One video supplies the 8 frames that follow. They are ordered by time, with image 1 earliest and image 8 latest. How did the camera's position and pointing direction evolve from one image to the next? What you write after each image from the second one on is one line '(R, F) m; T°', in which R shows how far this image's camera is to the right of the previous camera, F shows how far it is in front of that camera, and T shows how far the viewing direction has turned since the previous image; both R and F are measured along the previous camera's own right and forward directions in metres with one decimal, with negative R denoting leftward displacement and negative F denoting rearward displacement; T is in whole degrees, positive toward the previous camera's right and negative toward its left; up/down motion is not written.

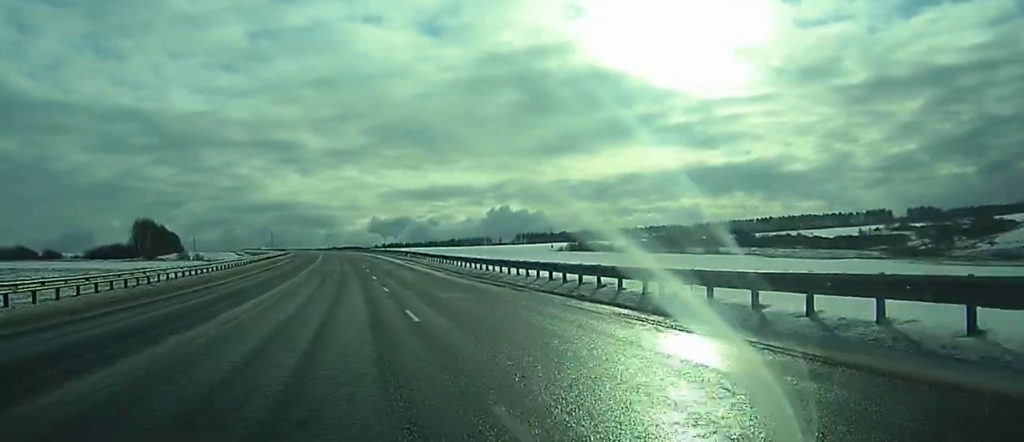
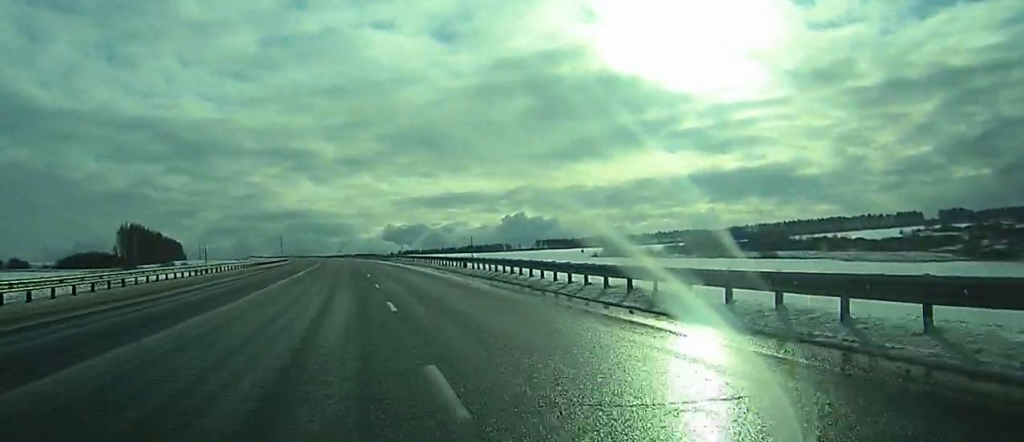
(-0.7, +44.8) m; -1°
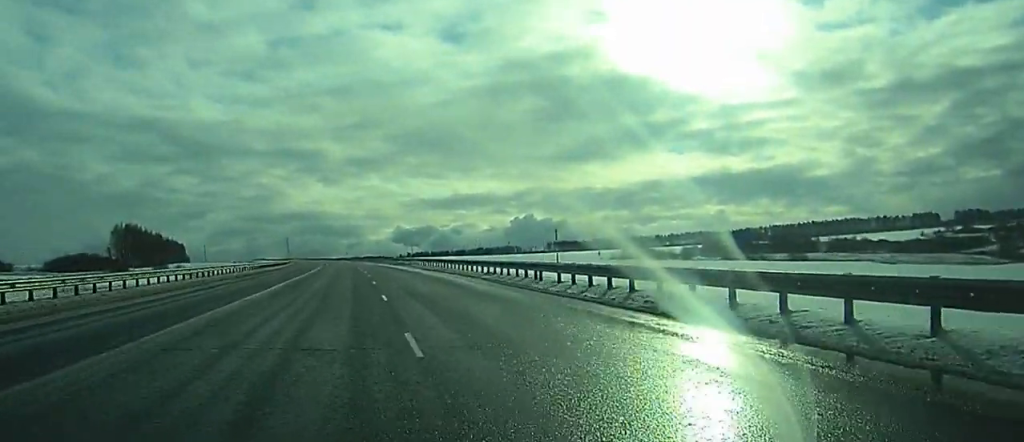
(0.0, +19.9) m; 0°
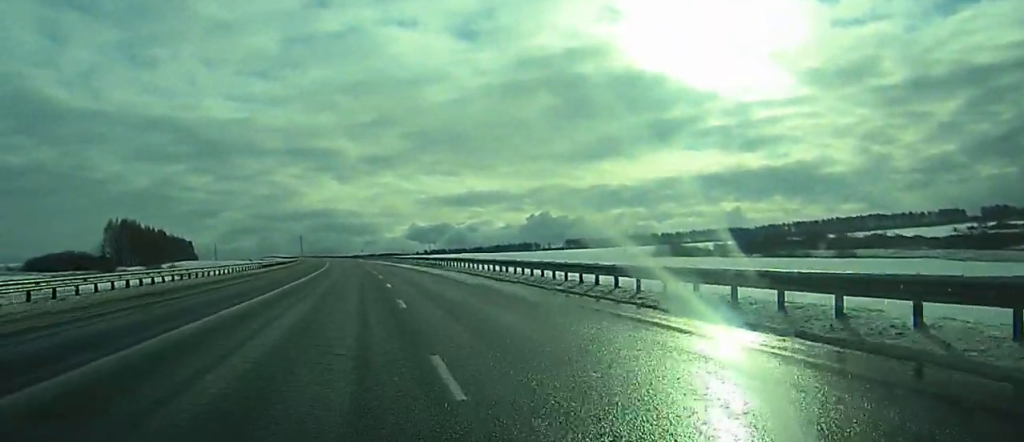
(-0.2, +26.9) m; -1°
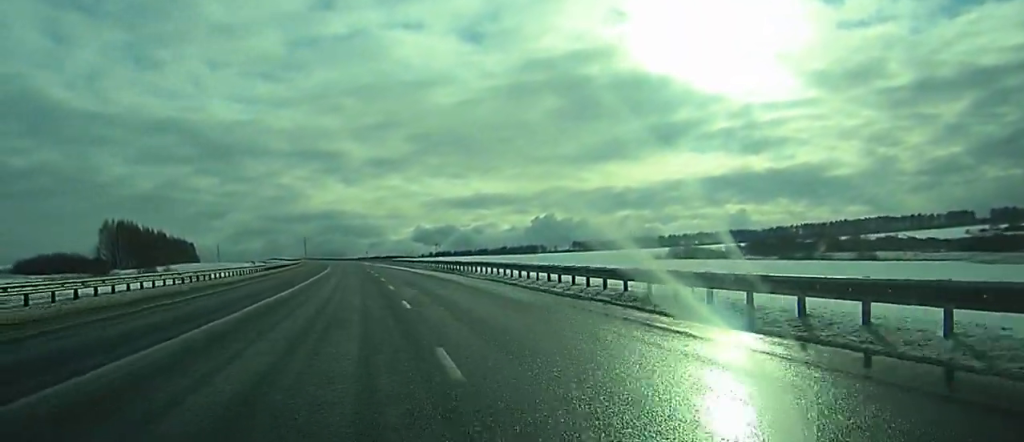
(0.0, +10.5) m; 0°
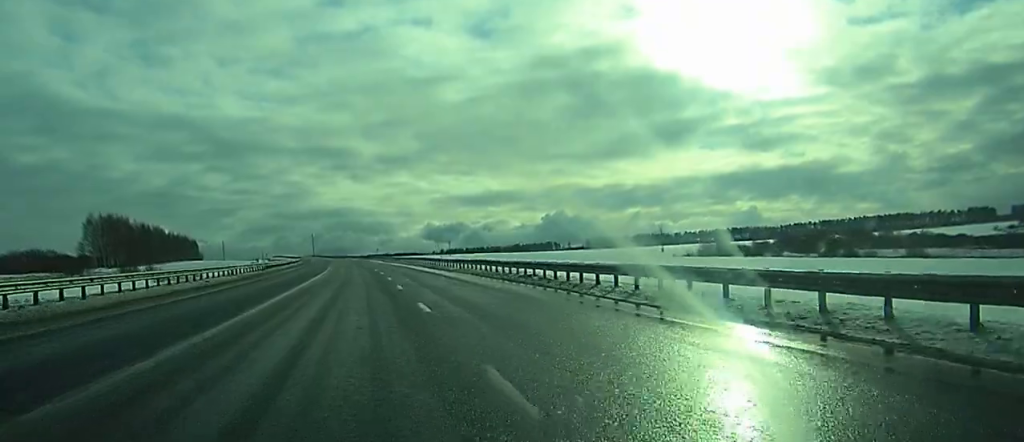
(-0.2, +26.2) m; -1°
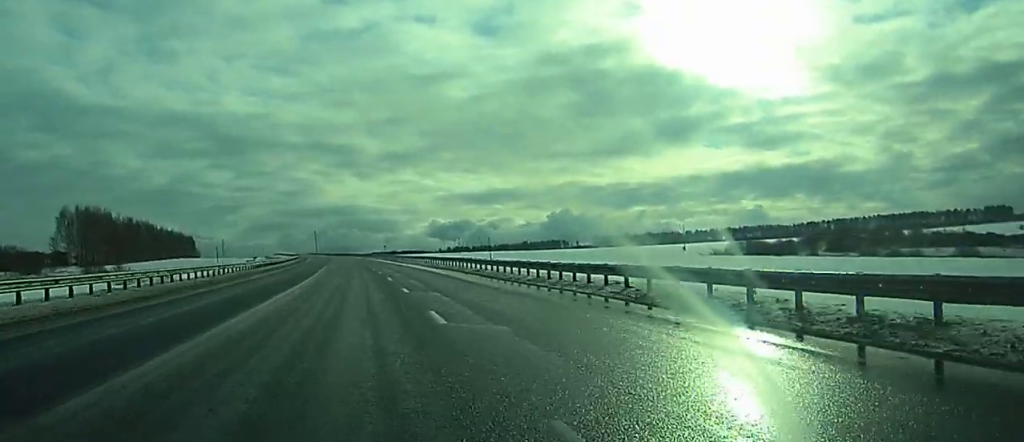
(-0.1, +27.2) m; 0°
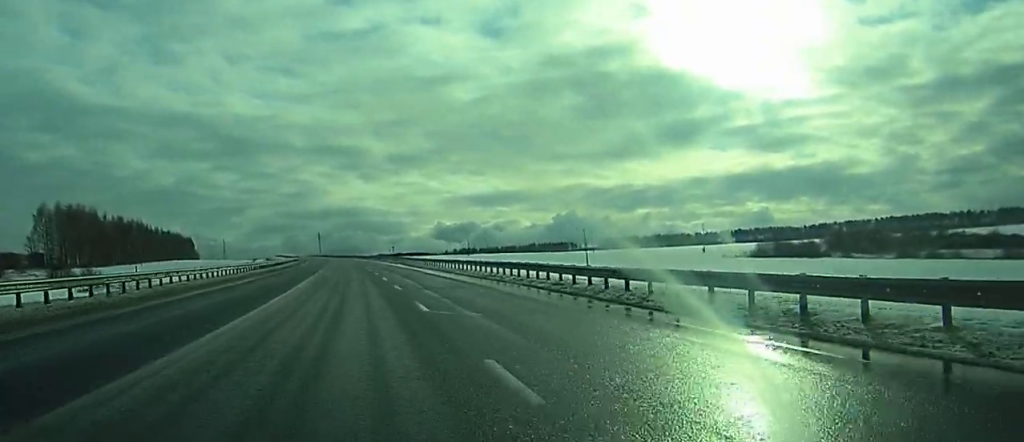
(0.0, +20.1) m; 0°
